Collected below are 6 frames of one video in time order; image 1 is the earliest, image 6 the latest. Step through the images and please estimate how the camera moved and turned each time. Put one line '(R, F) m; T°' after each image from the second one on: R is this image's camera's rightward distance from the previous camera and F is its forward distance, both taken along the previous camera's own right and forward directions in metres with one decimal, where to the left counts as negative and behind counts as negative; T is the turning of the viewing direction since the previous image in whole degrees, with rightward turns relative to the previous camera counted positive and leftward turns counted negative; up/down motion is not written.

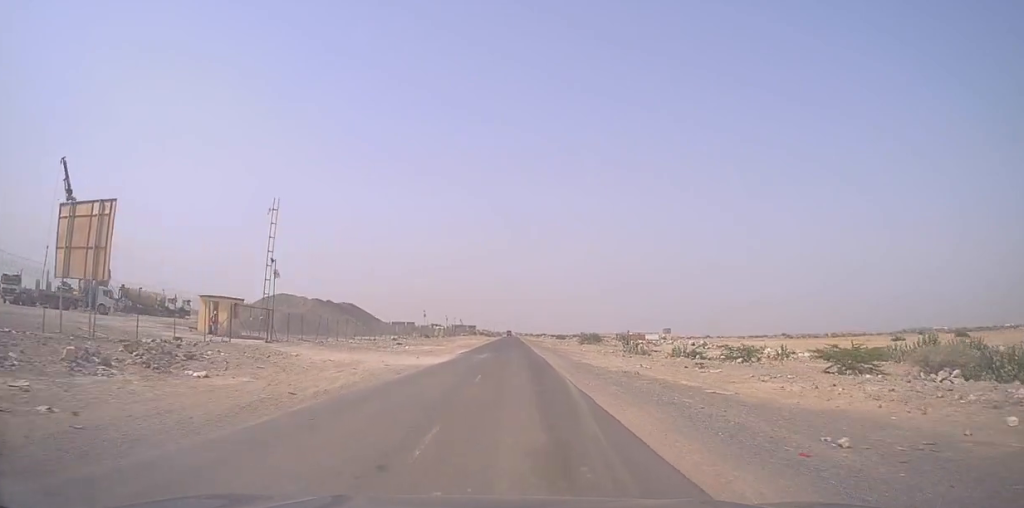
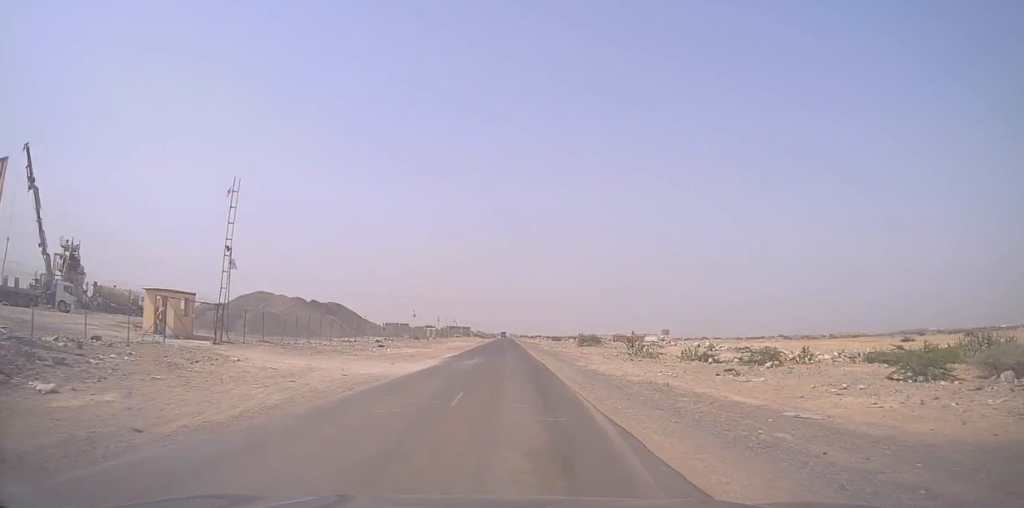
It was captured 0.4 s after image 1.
(0.0, +6.2) m; 0°
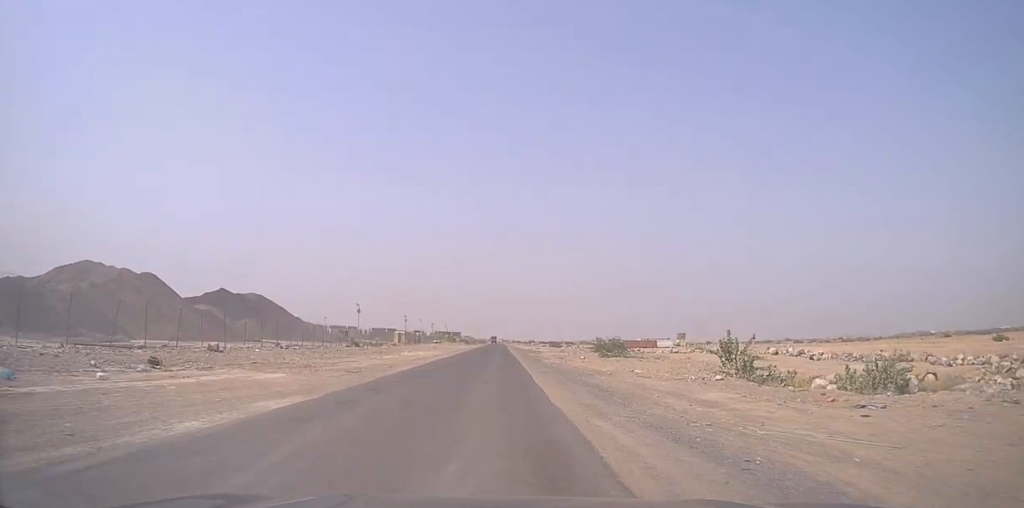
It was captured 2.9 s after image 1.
(-0.9, +35.6) m; -1°
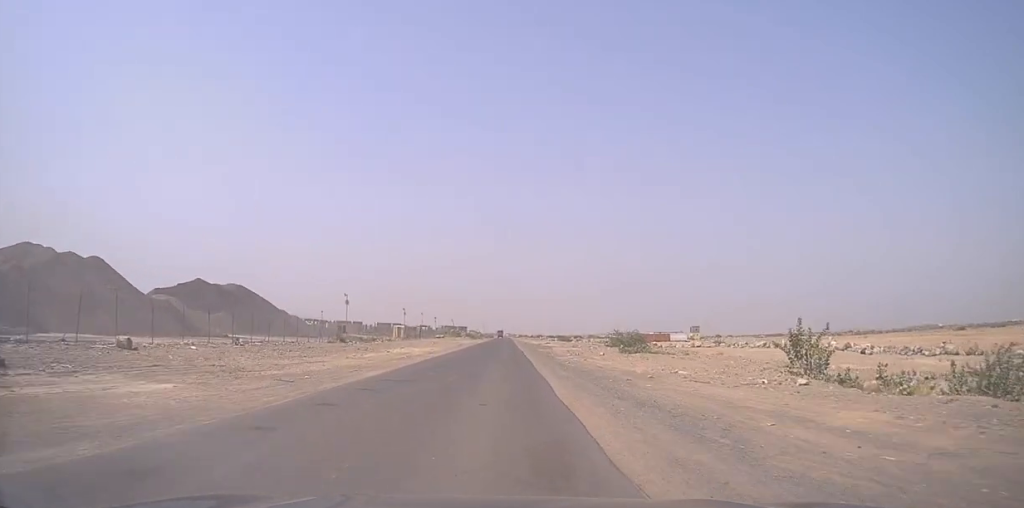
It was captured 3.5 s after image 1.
(+0.1, +8.7) m; +1°
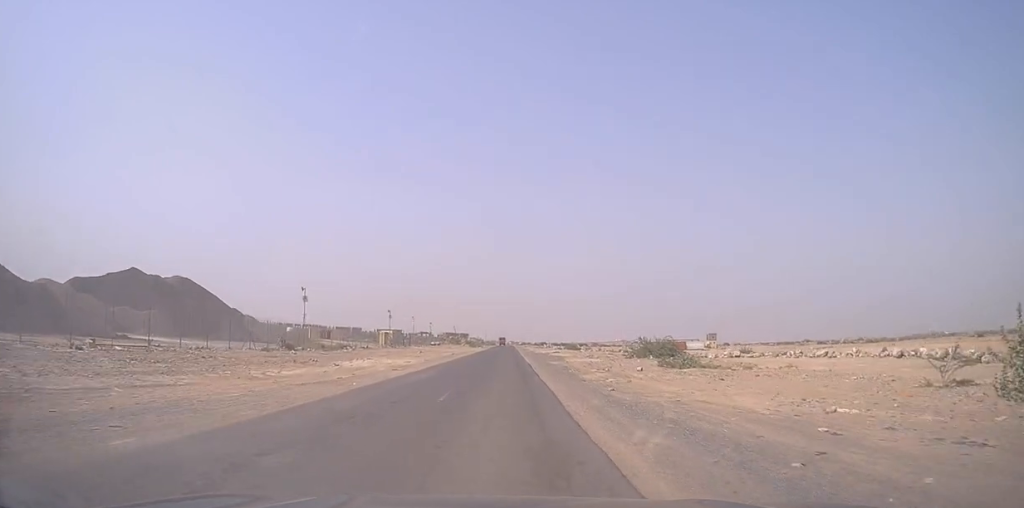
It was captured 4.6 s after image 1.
(+0.2, +15.4) m; 0°
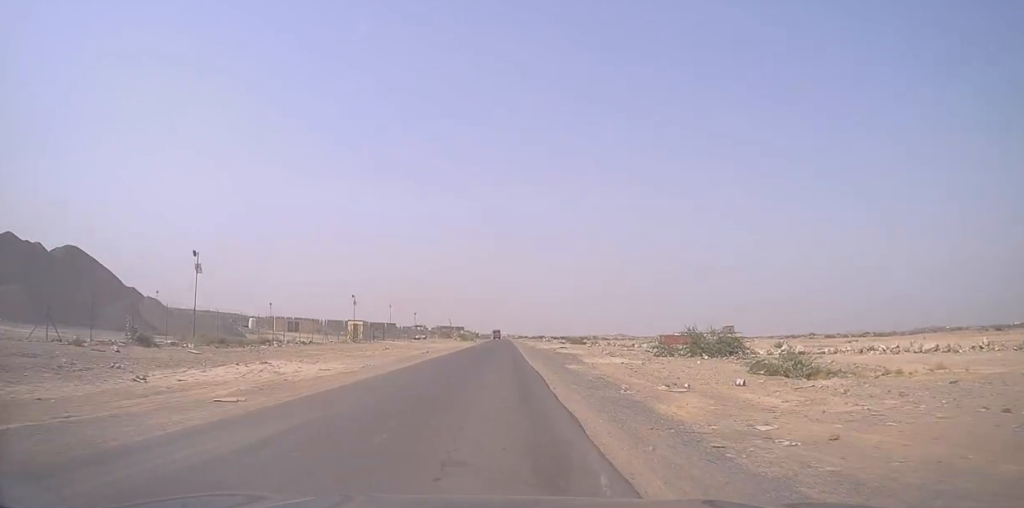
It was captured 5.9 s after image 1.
(-0.4, +19.3) m; -1°
